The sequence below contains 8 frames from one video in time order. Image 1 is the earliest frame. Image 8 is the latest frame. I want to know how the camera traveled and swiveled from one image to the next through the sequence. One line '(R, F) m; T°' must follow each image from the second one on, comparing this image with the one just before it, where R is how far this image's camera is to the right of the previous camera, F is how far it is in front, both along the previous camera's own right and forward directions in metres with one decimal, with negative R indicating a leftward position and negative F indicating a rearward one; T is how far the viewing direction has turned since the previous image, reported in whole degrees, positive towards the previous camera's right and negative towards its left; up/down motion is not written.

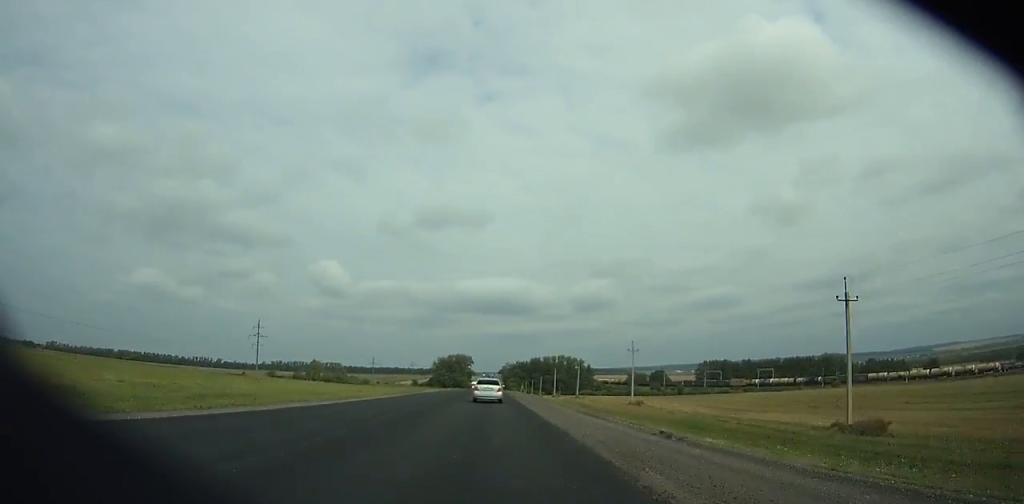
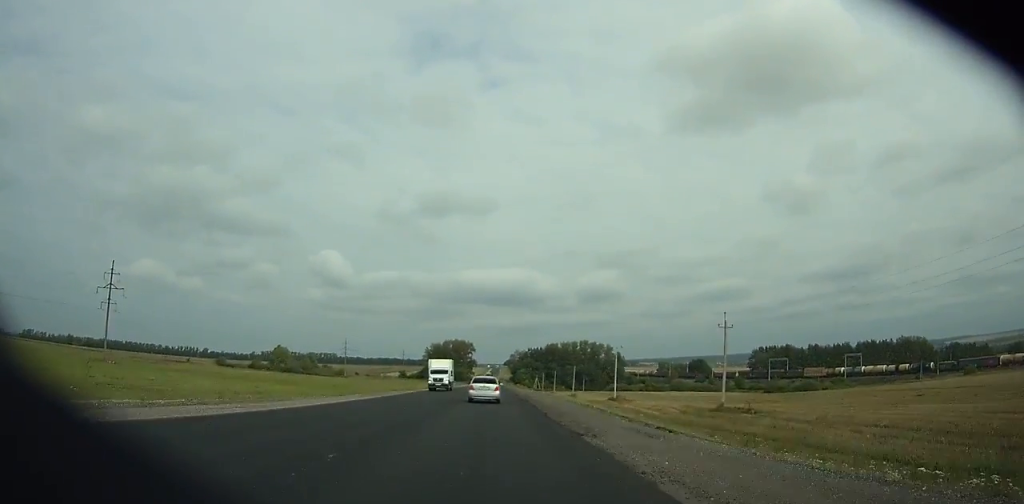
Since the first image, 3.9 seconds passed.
(0.0, +87.2) m; 0°
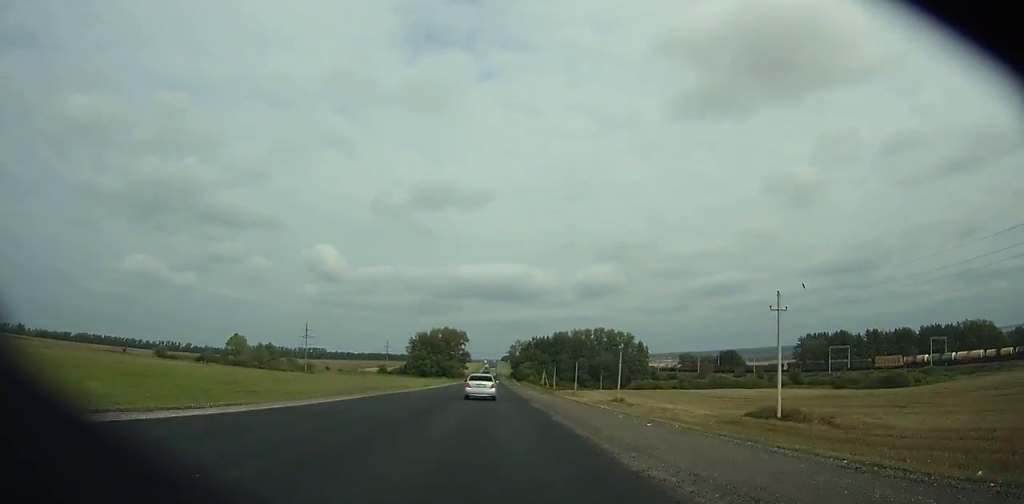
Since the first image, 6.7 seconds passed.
(0.0, +62.9) m; 0°
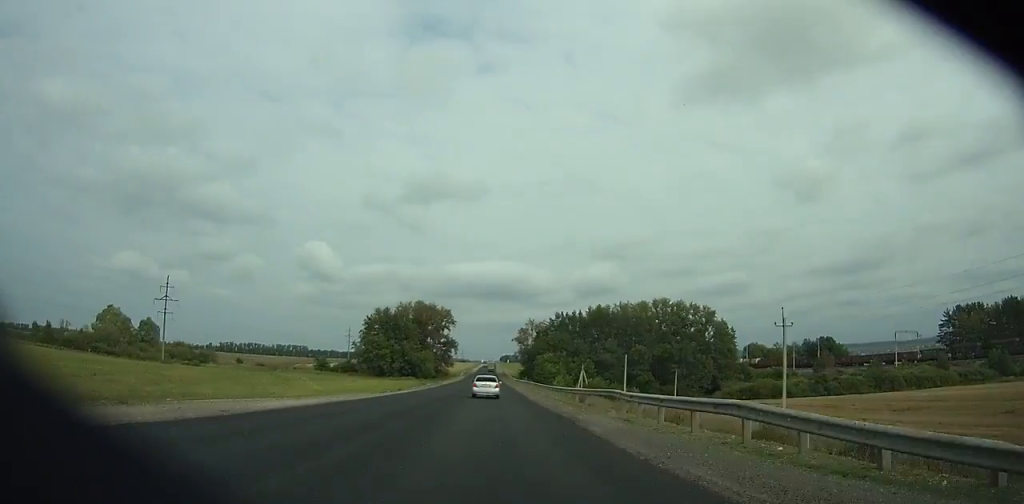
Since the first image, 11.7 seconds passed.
(+0.3, +115.6) m; +1°
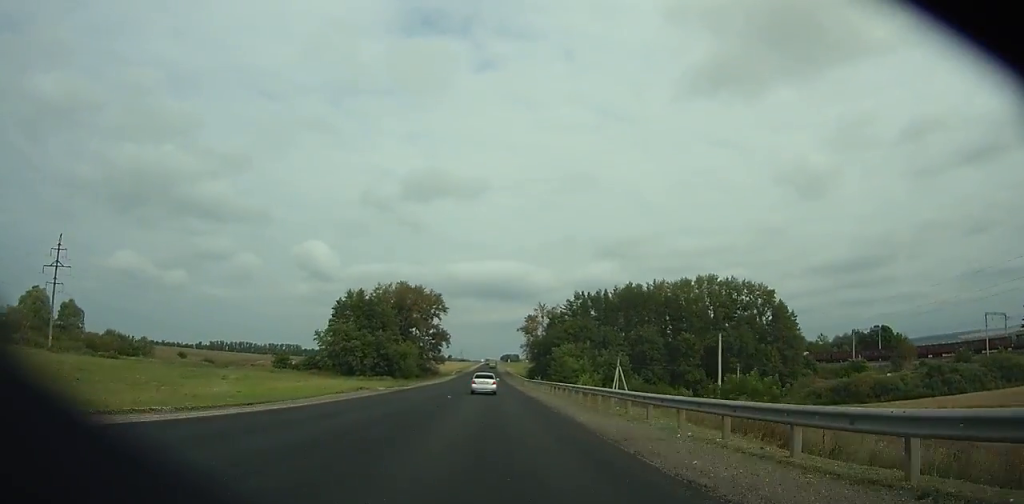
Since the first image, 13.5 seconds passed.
(+0.9, +43.9) m; +5°
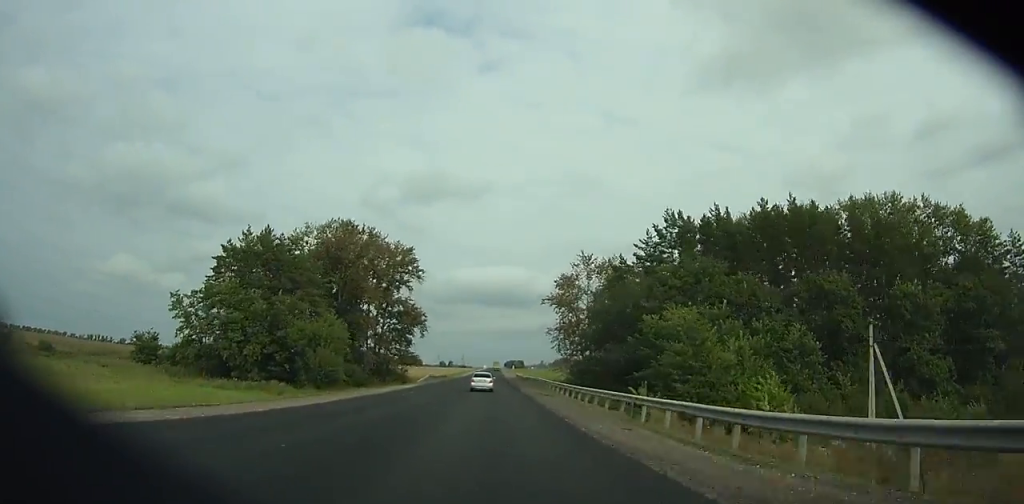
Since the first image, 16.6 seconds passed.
(+7.2, +76.7) m; -2°
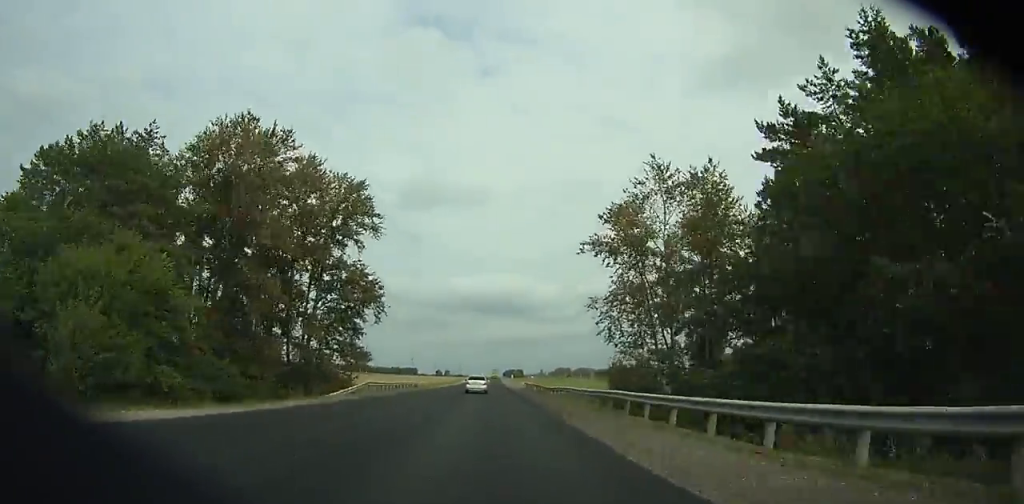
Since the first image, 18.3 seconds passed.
(+4.4, +40.6) m; -7°
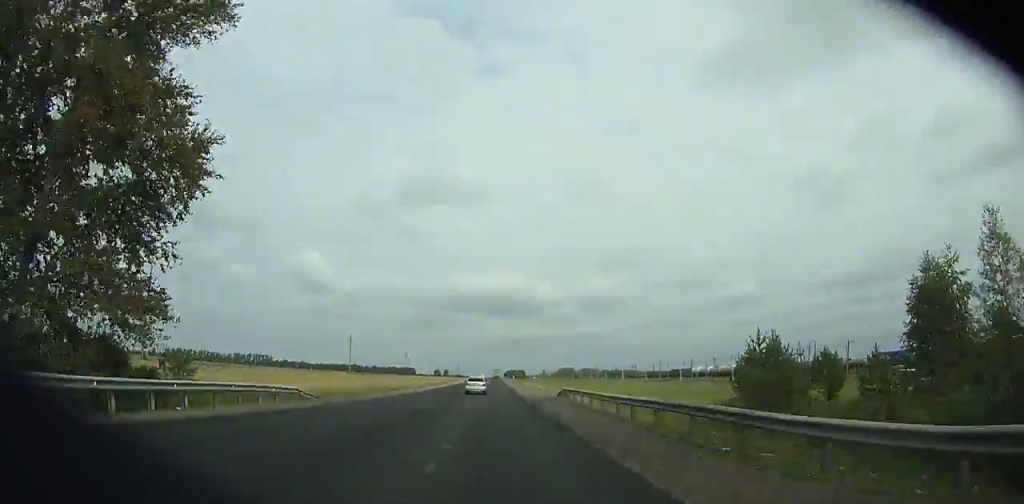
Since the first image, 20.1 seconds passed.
(-15.0, +40.0) m; -6°
